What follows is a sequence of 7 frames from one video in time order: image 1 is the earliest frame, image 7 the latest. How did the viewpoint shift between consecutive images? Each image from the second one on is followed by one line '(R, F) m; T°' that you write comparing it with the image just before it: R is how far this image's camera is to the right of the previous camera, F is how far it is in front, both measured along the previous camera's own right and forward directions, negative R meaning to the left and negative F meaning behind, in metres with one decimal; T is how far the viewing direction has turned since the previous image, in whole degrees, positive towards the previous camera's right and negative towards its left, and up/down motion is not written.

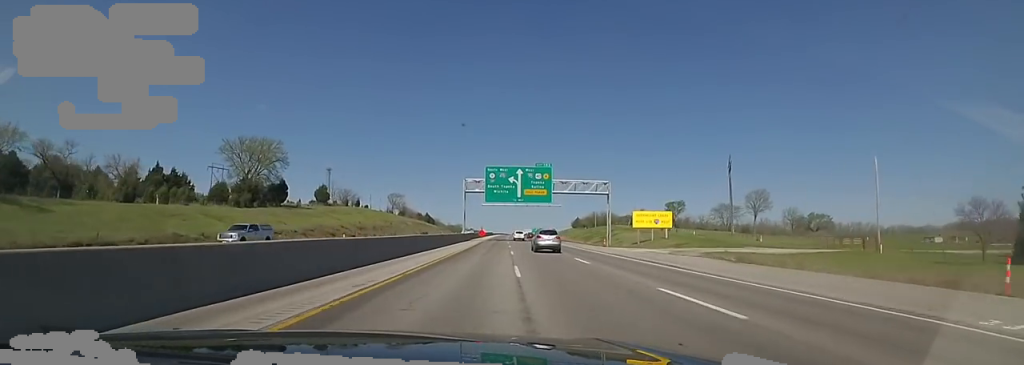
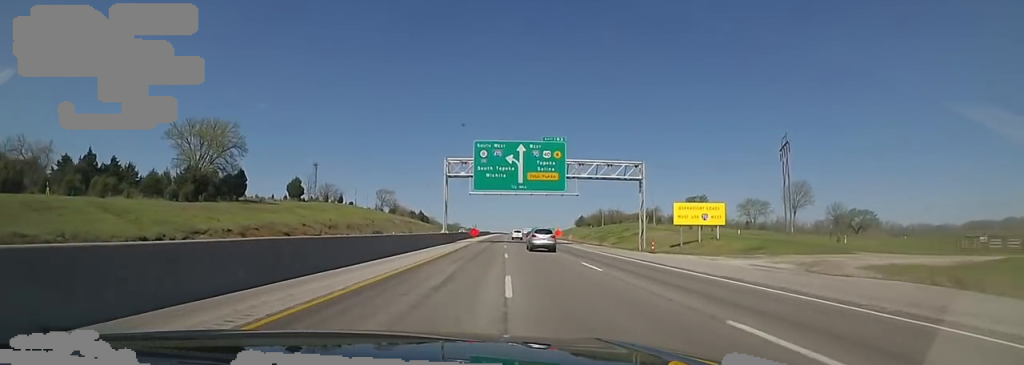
(0.0, +20.1) m; 0°
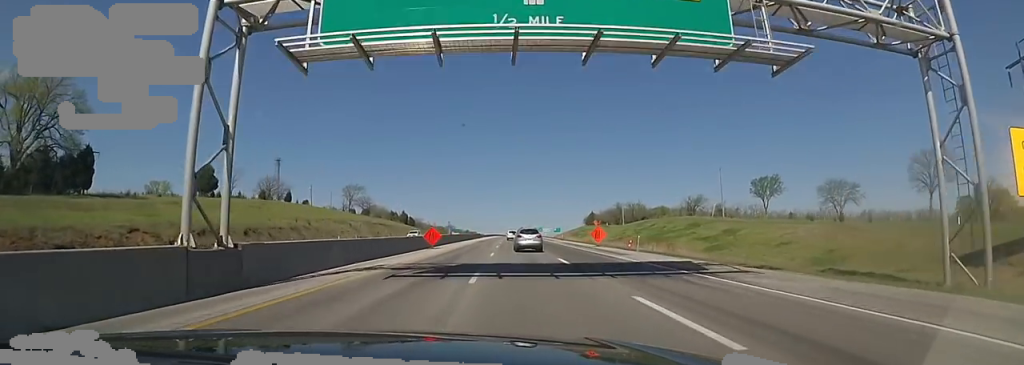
(0.0, +43.1) m; +1°
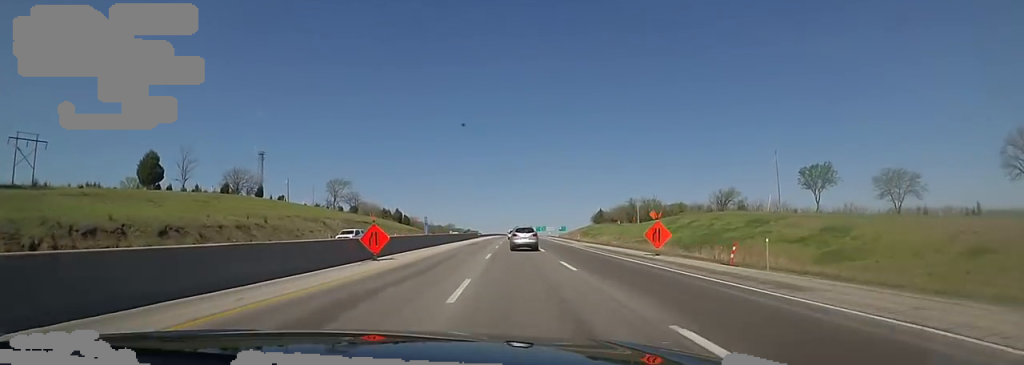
(-0.3, +18.5) m; +1°
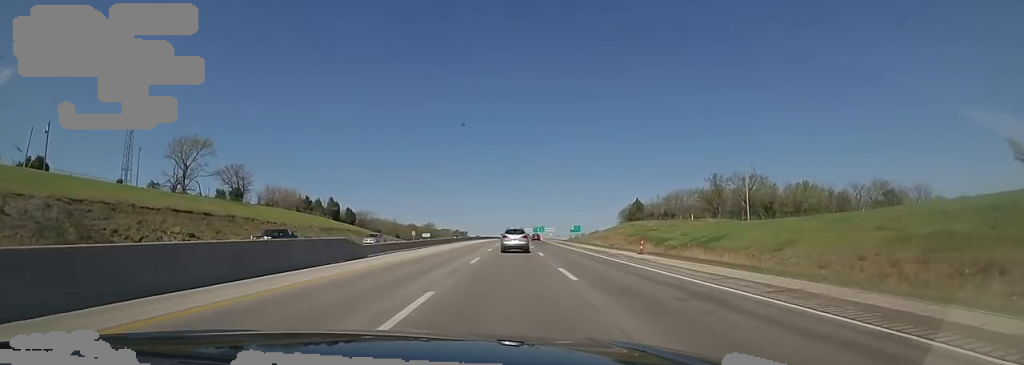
(-0.4, +79.4) m; -2°
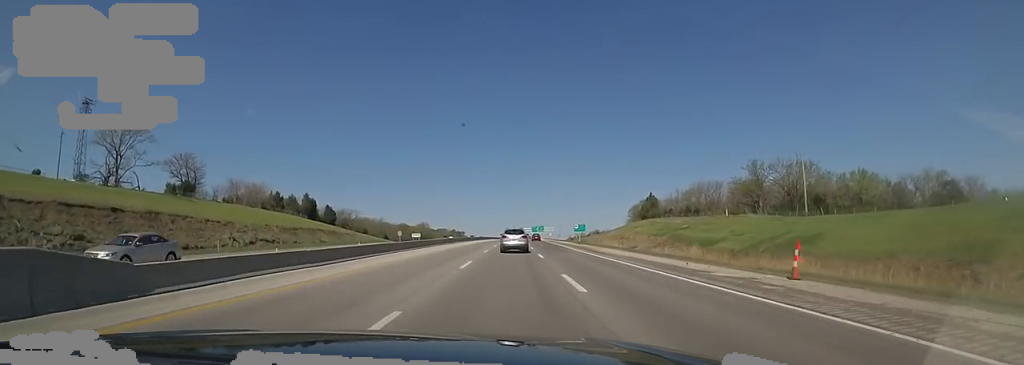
(0.0, +18.0) m; 0°
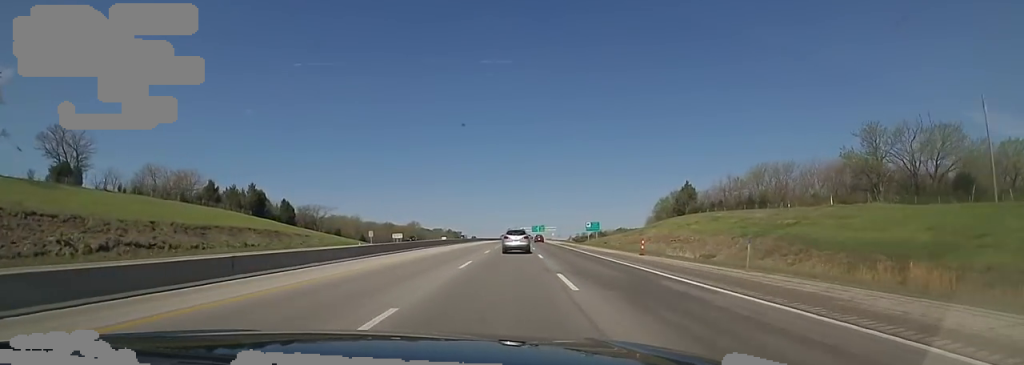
(0.0, +30.3) m; 0°
